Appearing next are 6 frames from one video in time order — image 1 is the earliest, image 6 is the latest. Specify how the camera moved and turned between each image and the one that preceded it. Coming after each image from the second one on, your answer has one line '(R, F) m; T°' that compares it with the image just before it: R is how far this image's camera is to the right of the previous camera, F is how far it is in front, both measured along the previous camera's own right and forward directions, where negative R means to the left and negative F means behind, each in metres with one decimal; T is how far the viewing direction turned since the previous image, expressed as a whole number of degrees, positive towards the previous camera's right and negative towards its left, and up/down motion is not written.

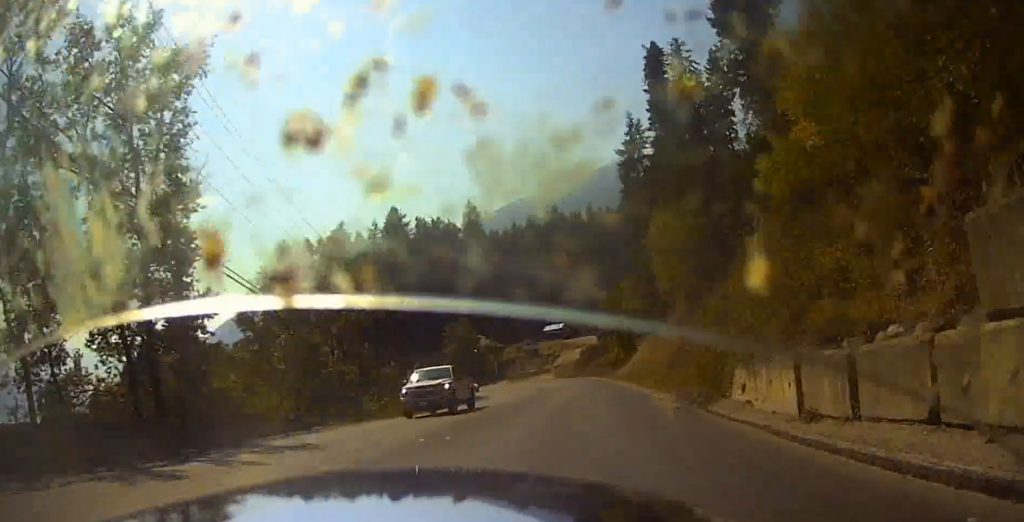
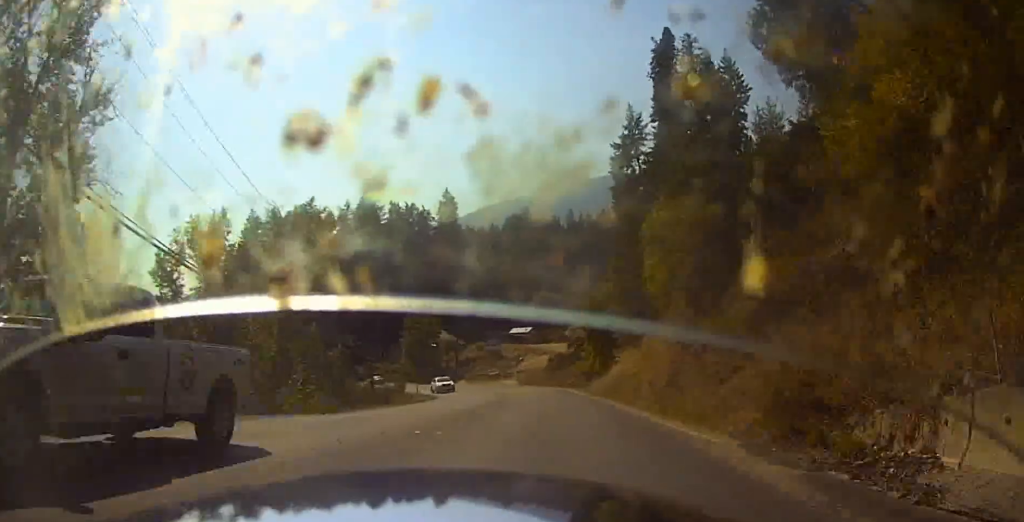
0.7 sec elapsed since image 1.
(+0.3, +9.8) m; +1°
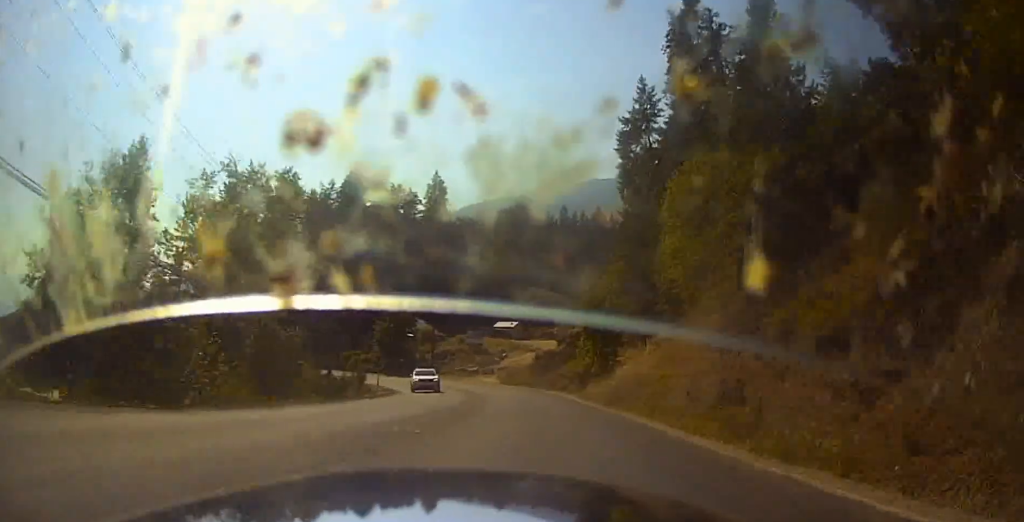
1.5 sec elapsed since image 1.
(+0.1, +11.0) m; 0°
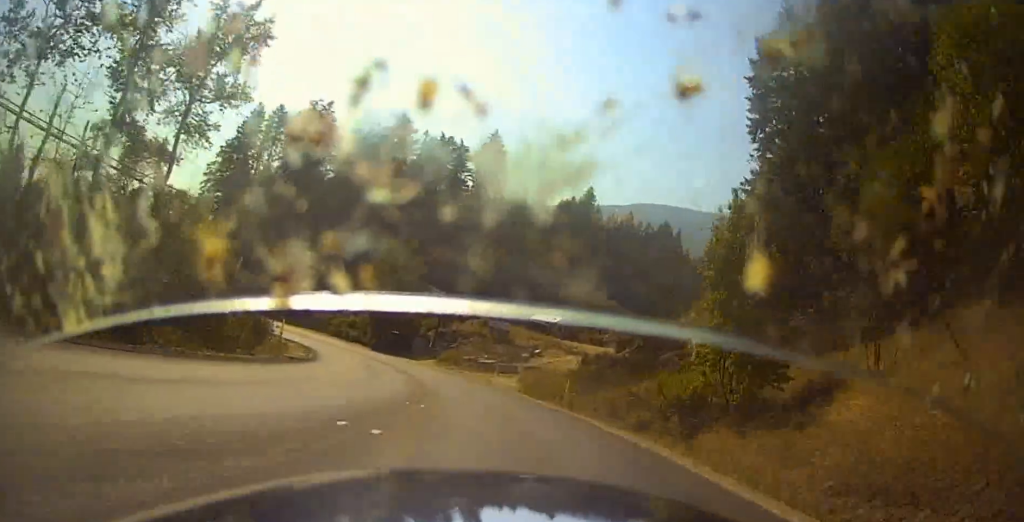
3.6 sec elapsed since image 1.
(-0.9, +27.2) m; -4°
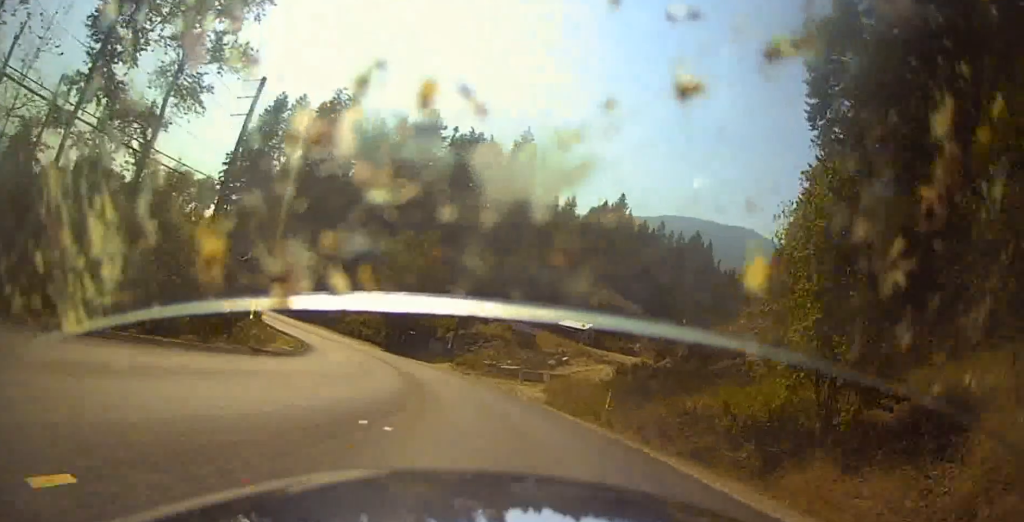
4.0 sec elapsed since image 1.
(+0.1, +5.5) m; -1°
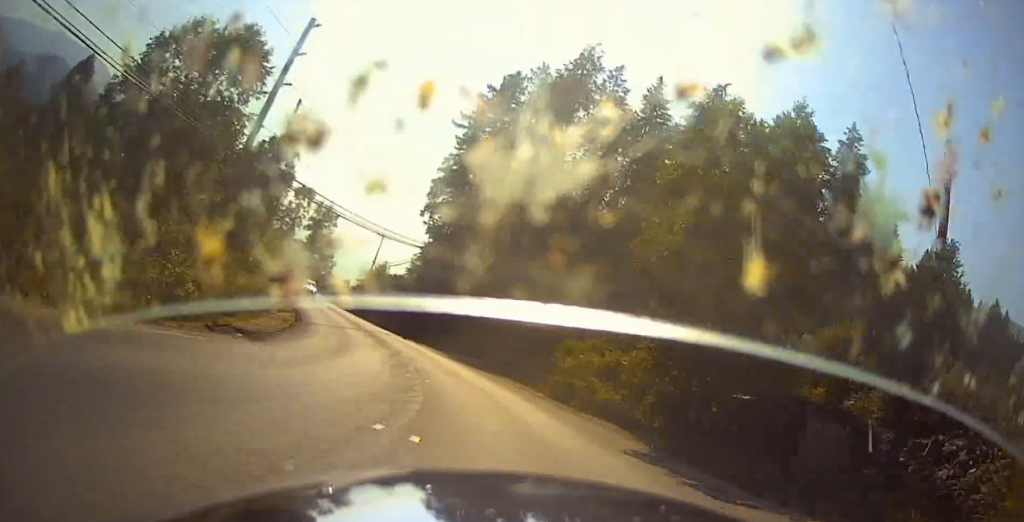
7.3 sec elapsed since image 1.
(-5.0, +38.1) m; -17°
